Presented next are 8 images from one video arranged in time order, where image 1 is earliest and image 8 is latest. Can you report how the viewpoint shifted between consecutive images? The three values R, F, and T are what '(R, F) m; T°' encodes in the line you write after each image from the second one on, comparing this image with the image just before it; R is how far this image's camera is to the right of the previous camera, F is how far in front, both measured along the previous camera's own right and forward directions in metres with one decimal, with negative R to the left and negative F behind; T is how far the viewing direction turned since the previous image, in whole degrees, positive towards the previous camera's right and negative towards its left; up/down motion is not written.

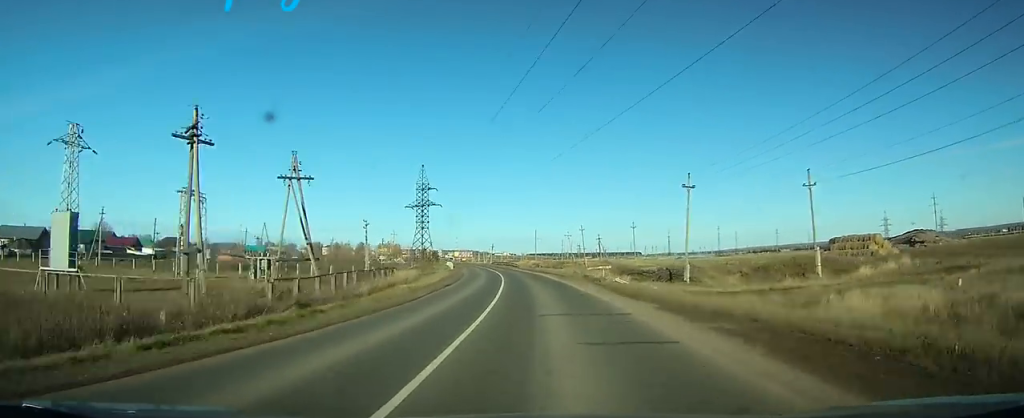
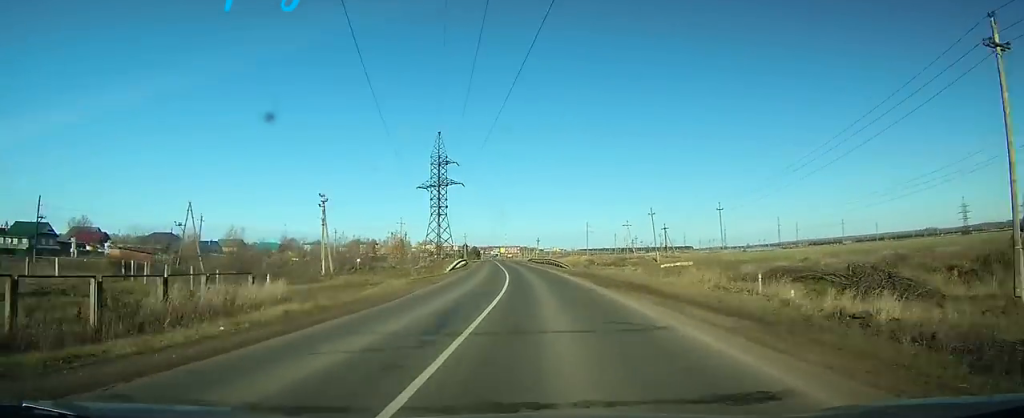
(-0.5, +35.8) m; -3°
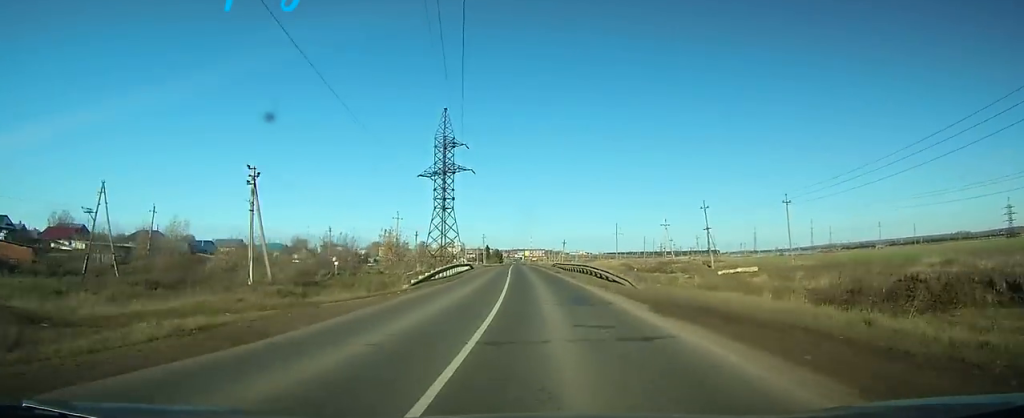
(-0.6, +20.3) m; -2°
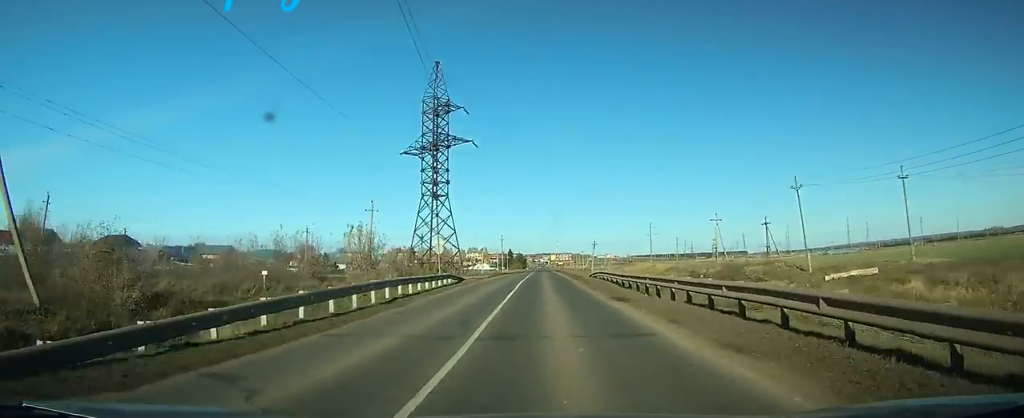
(-0.5, +25.7) m; -3°
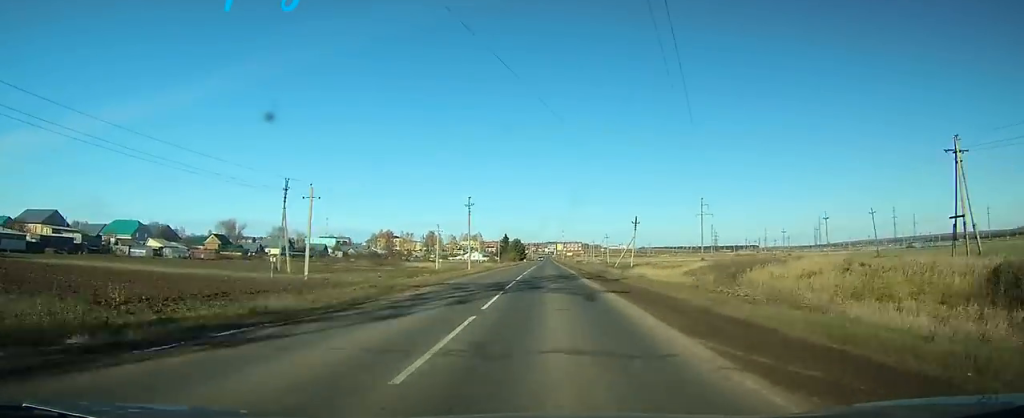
(-2.9, +81.1) m; -2°
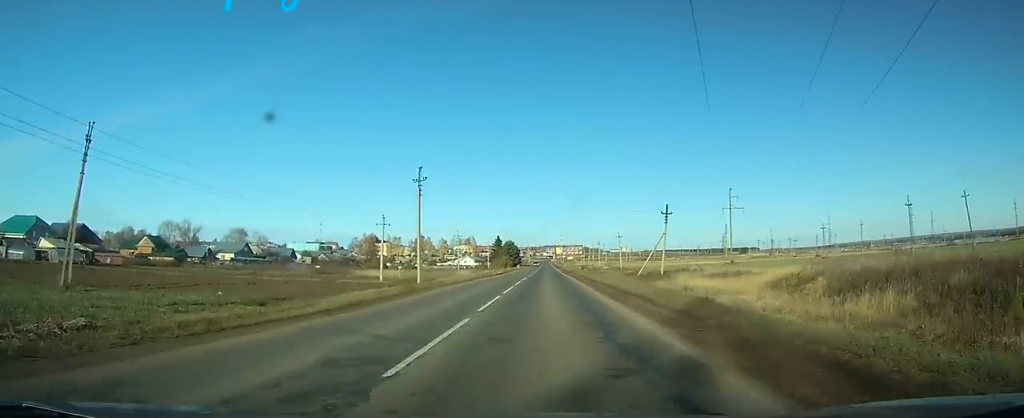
(0.0, +31.8) m; 0°
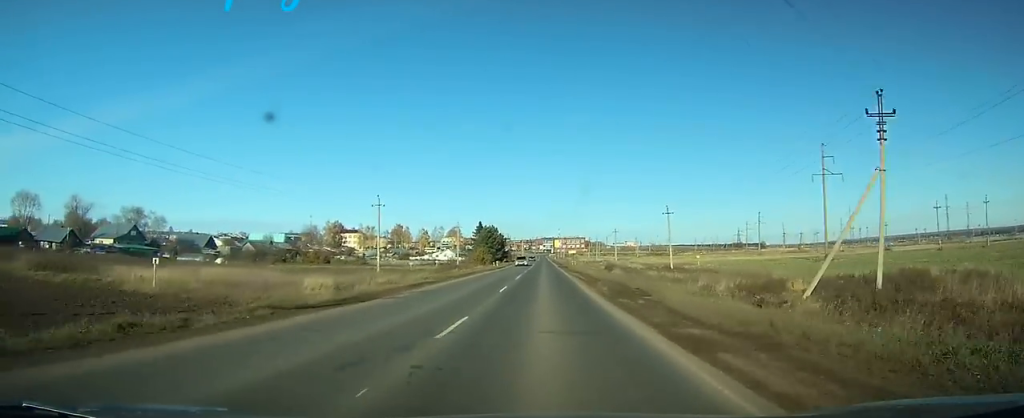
(+0.1, +56.6) m; 0°
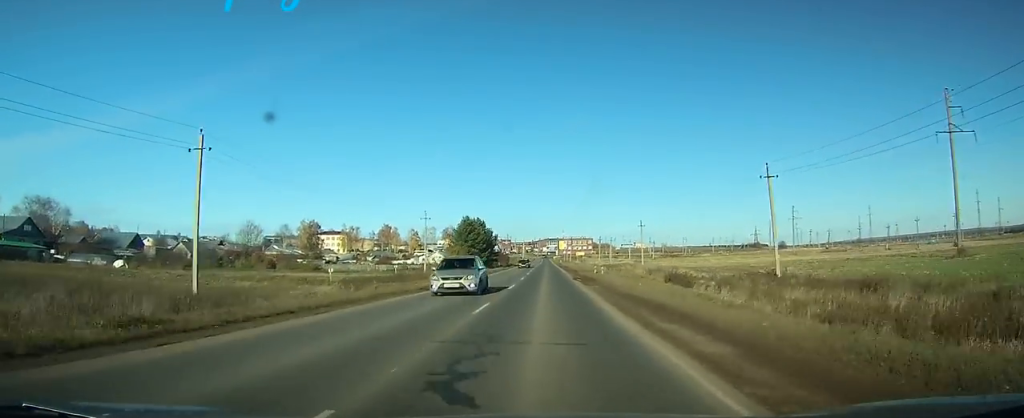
(0.0, +35.8) m; 0°
